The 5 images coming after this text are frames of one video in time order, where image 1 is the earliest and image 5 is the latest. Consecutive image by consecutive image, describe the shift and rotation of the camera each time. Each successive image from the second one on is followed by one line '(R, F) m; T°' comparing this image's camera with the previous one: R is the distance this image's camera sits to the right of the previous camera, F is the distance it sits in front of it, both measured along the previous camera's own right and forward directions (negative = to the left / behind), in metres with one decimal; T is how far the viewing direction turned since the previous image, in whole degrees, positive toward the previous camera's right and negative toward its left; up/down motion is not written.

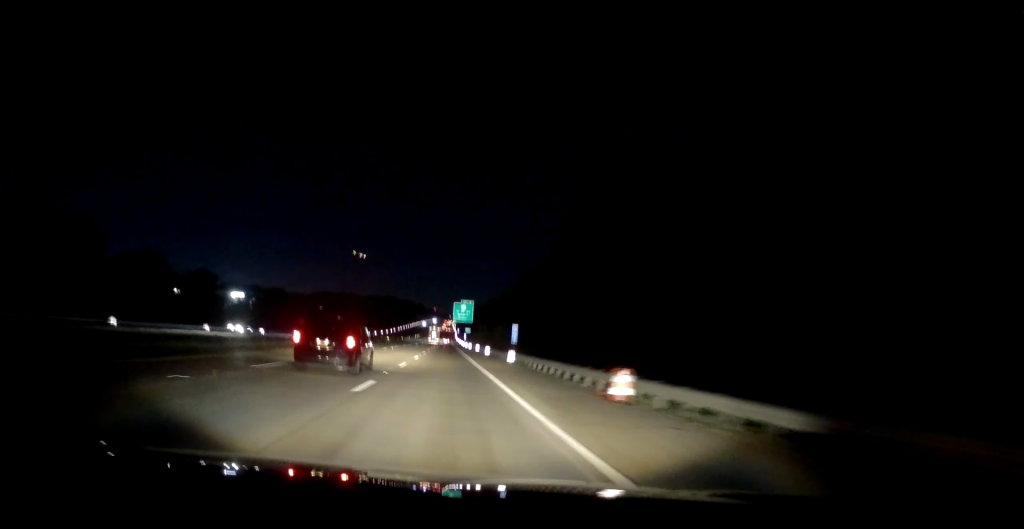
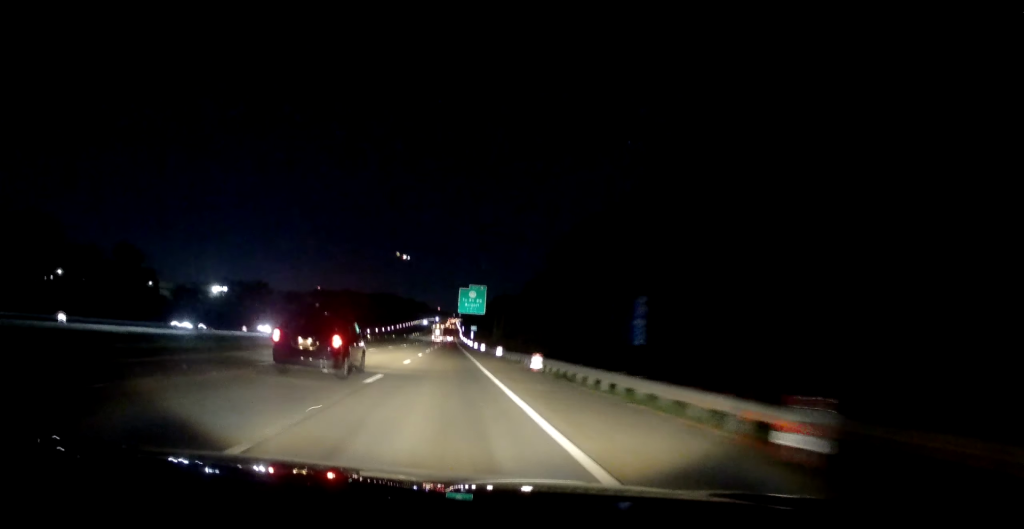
(-0.3, +34.7) m; -1°
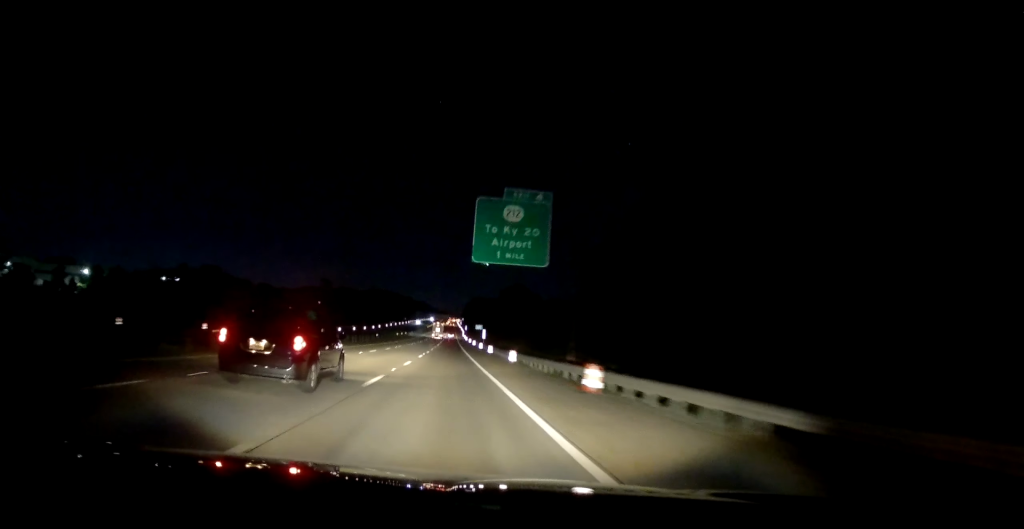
(-0.7, +62.3) m; 0°
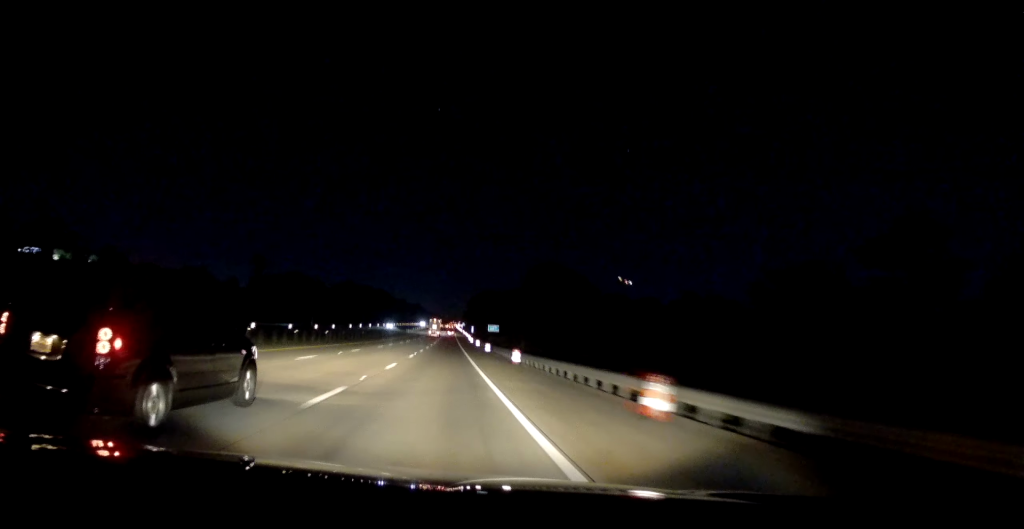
(+0.8, +102.7) m; 0°
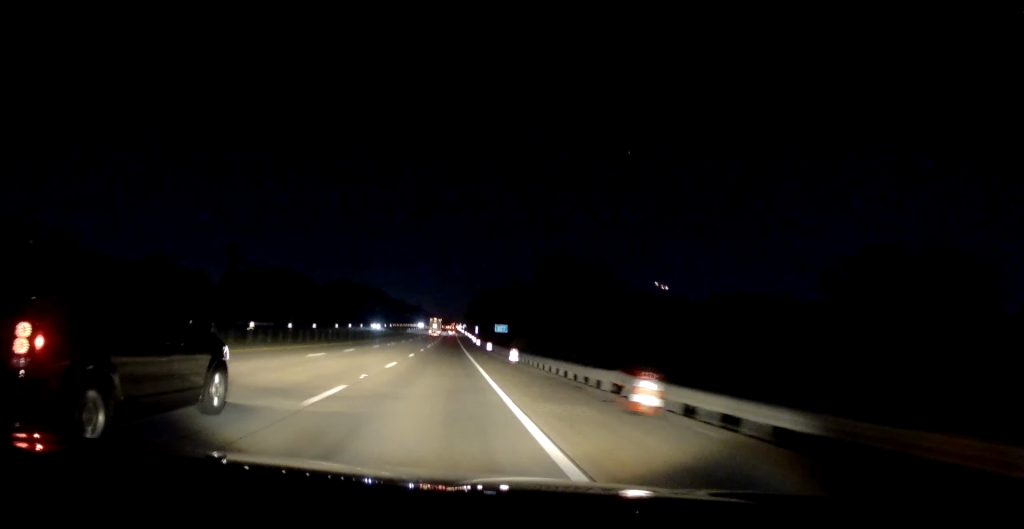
(-0.2, +24.6) m; 0°
